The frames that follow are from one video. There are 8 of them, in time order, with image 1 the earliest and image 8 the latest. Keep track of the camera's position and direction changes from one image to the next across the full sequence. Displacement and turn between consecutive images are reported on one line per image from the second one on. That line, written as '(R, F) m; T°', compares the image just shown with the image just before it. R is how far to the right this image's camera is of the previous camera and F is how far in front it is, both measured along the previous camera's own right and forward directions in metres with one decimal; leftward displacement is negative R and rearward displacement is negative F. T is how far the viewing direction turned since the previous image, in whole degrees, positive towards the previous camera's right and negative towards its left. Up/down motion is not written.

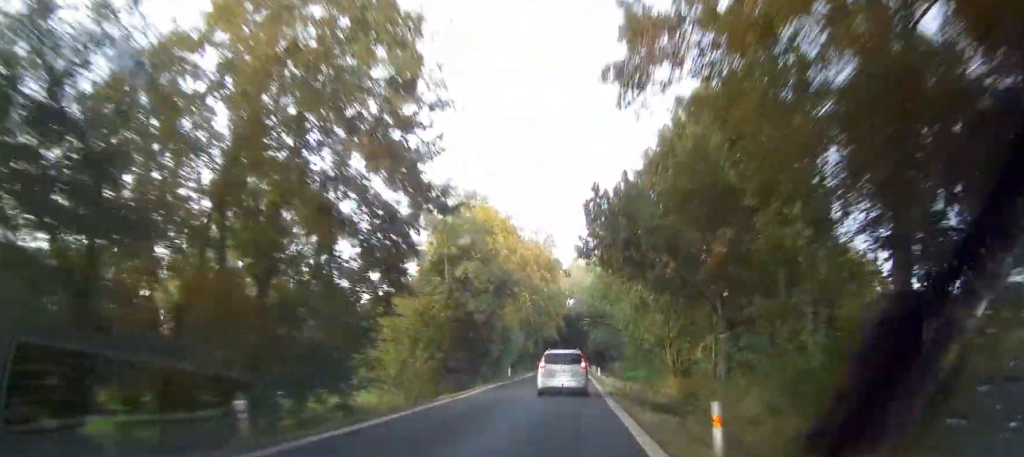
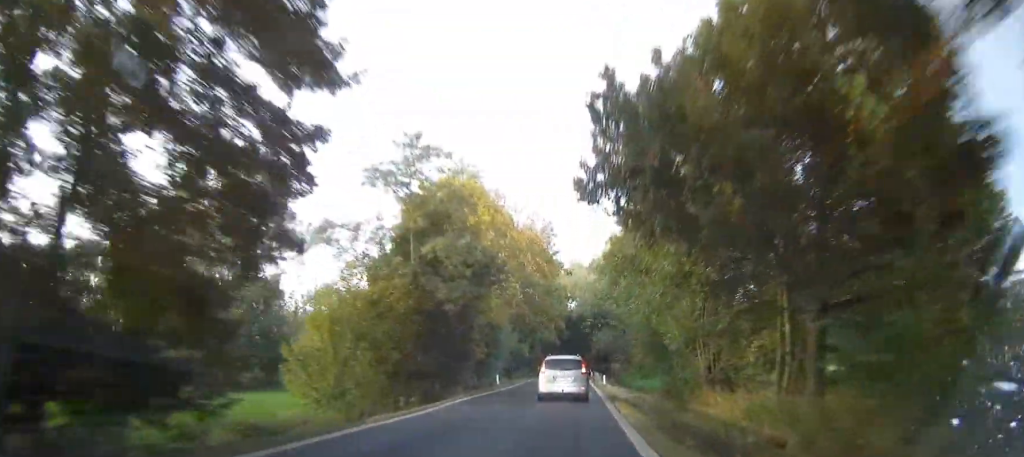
(0.0, +8.6) m; 0°
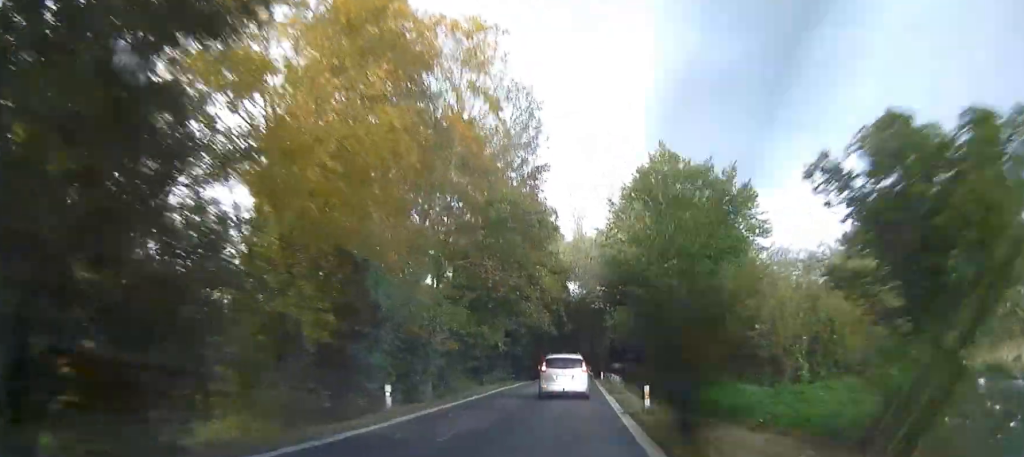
(+0.1, +26.1) m; 0°
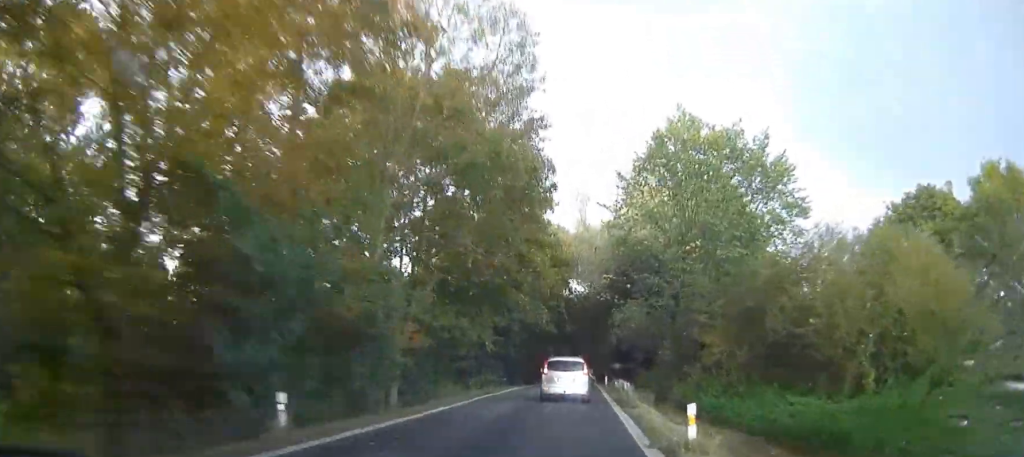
(0.0, +6.8) m; 0°
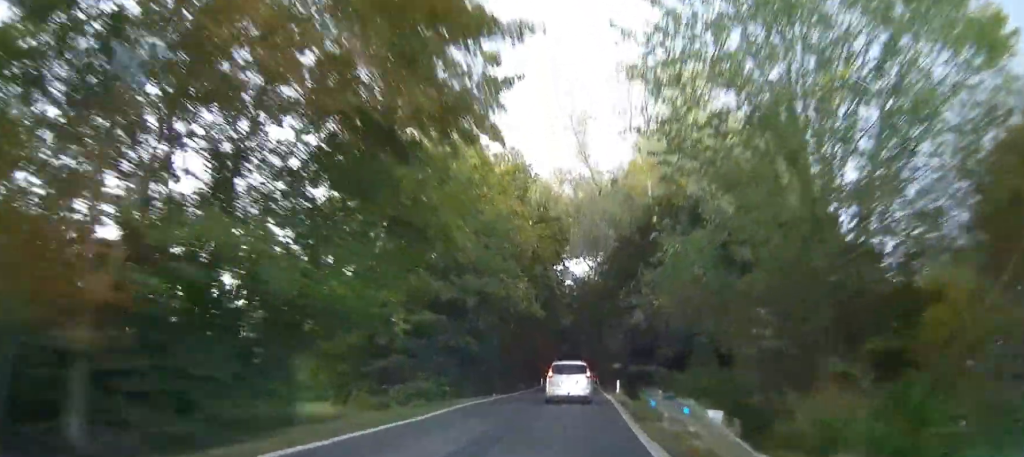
(-0.2, +18.8) m; -1°
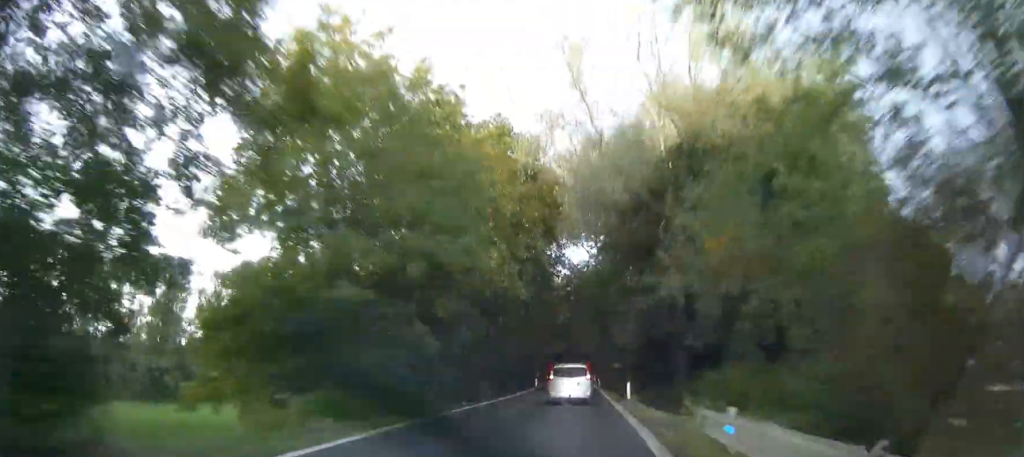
(0.0, +9.0) m; 0°
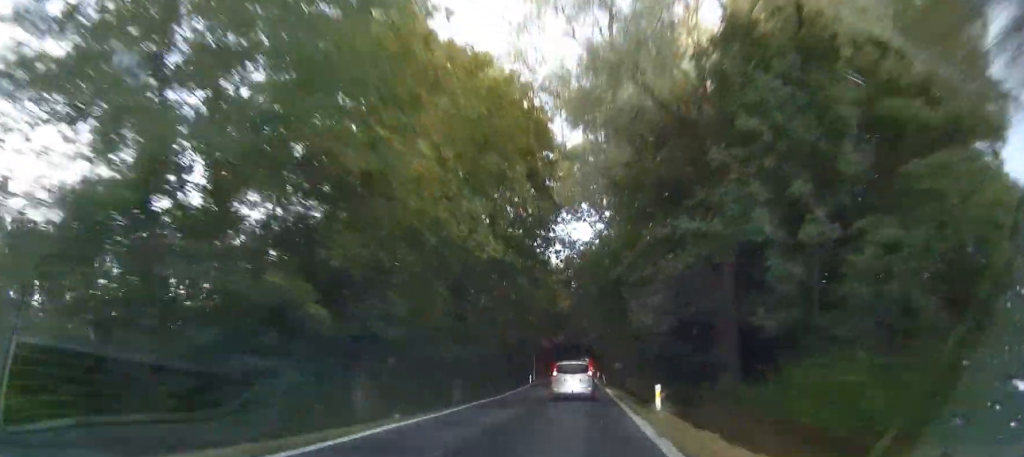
(0.0, +10.6) m; 0°
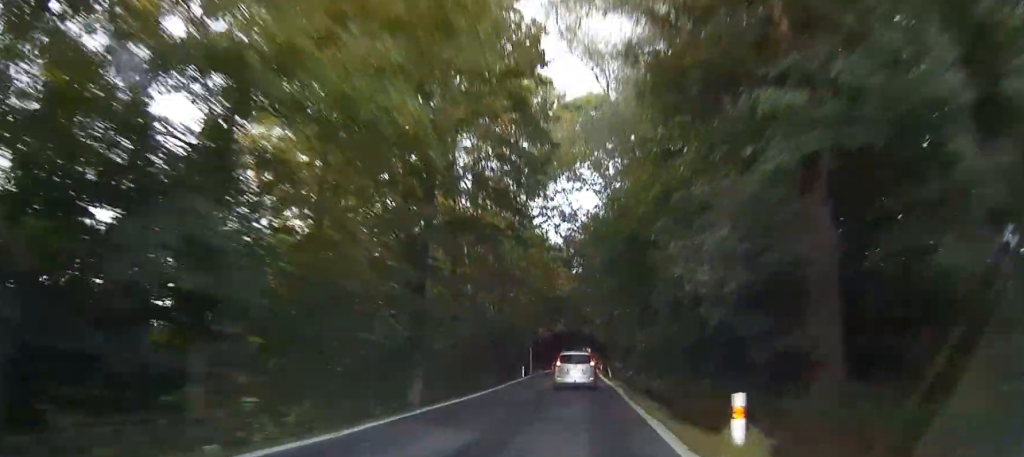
(0.0, +9.1) m; 0°
